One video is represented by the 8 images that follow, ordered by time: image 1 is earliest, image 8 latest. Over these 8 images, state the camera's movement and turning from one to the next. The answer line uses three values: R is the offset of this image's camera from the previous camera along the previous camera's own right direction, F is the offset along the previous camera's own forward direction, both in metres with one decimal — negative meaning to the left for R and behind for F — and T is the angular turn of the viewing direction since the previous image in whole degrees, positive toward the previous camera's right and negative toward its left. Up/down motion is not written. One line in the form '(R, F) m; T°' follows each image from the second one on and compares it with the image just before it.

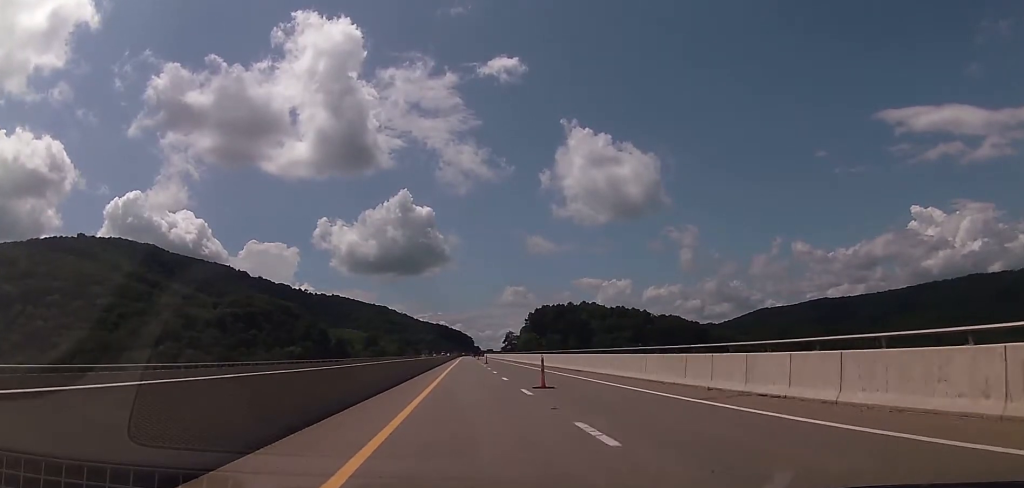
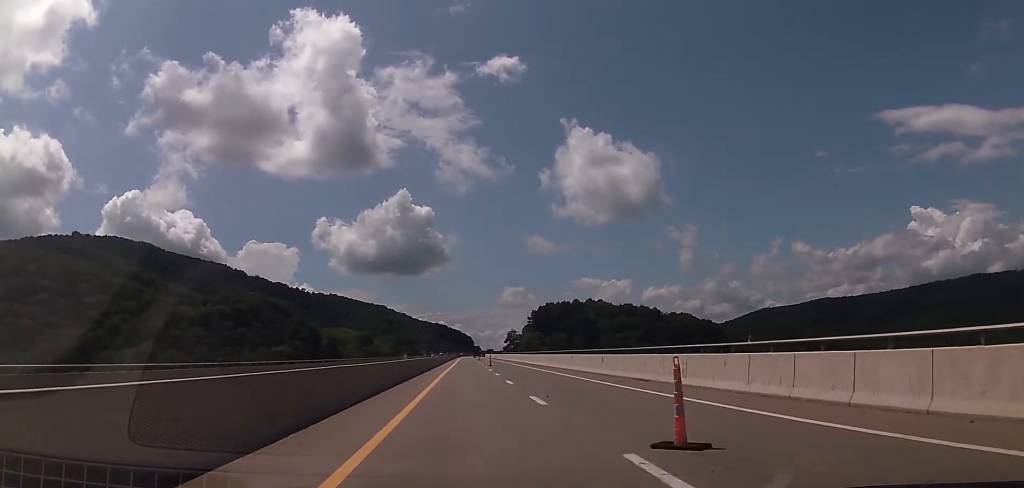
(+0.1, +16.8) m; 0°
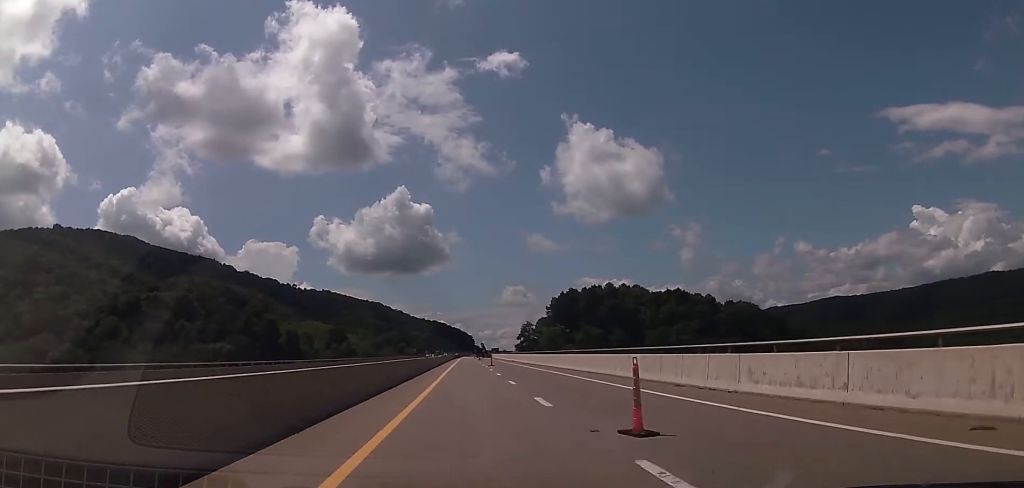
(-0.6, +62.8) m; 0°
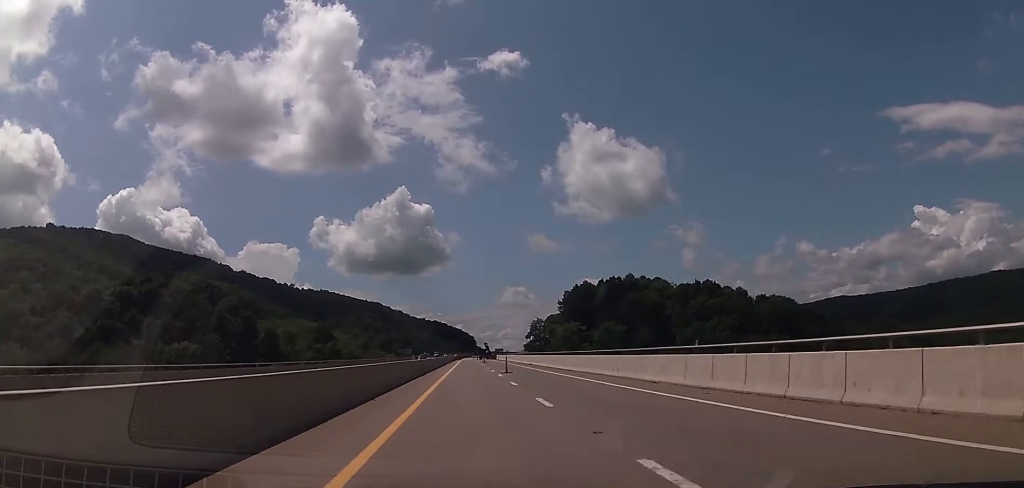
(+0.1, +24.9) m; 0°
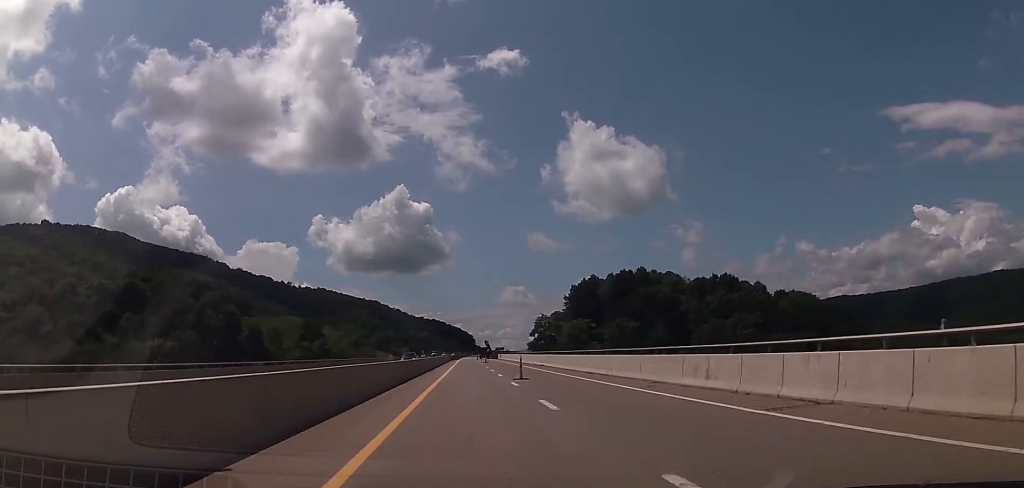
(+0.2, +13.5) m; 0°
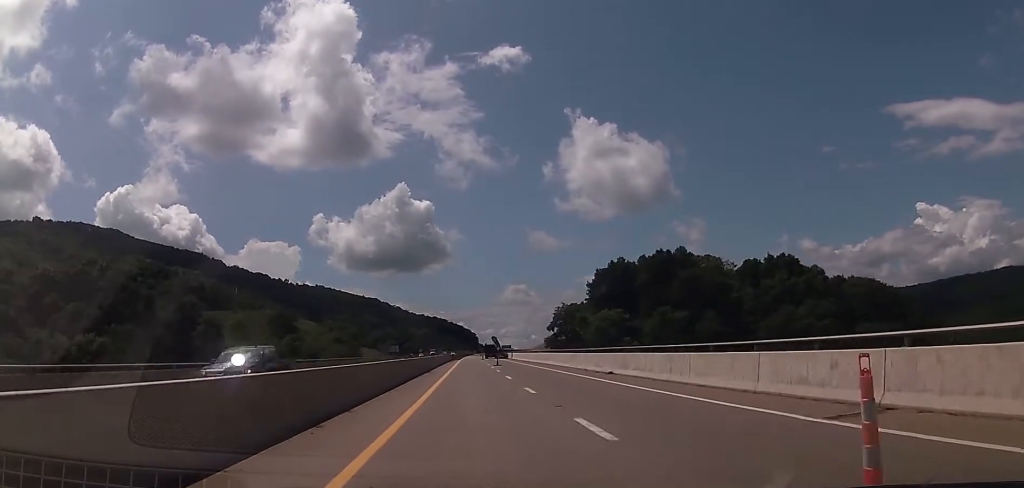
(-0.2, +30.8) m; +1°
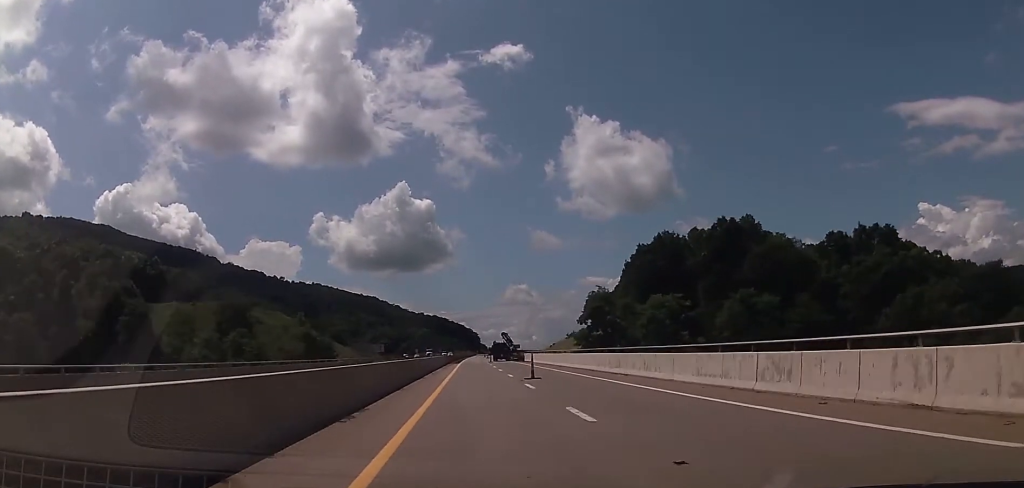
(-0.1, +34.5) m; -1°
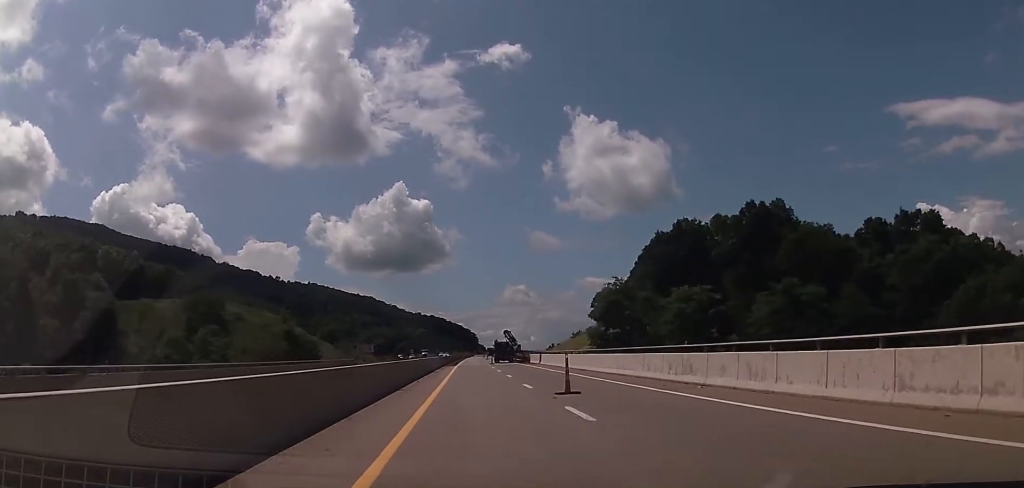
(-0.1, +12.5) m; 0°
